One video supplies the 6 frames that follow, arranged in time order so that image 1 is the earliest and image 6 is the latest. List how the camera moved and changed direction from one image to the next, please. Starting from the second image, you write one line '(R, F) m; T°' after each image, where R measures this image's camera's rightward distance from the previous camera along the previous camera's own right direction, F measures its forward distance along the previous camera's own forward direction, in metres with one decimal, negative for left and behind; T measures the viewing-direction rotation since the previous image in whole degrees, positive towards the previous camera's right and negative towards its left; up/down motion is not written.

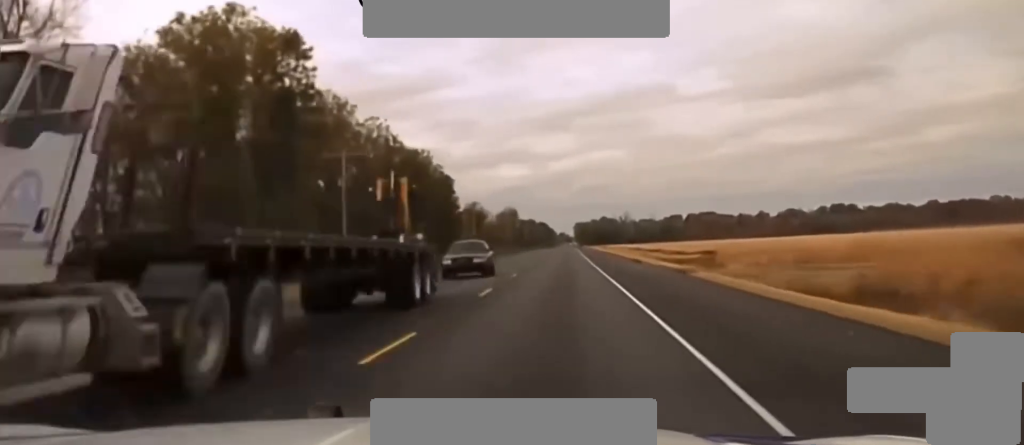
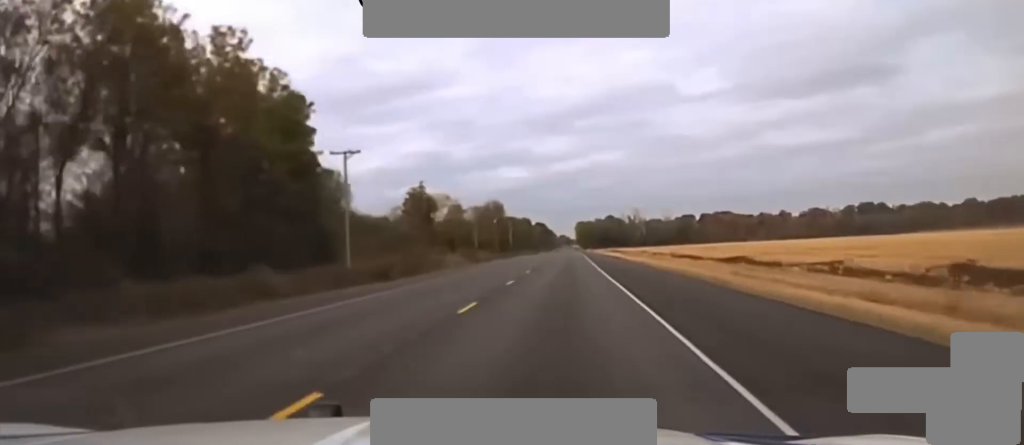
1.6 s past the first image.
(+2.9, +93.5) m; 0°
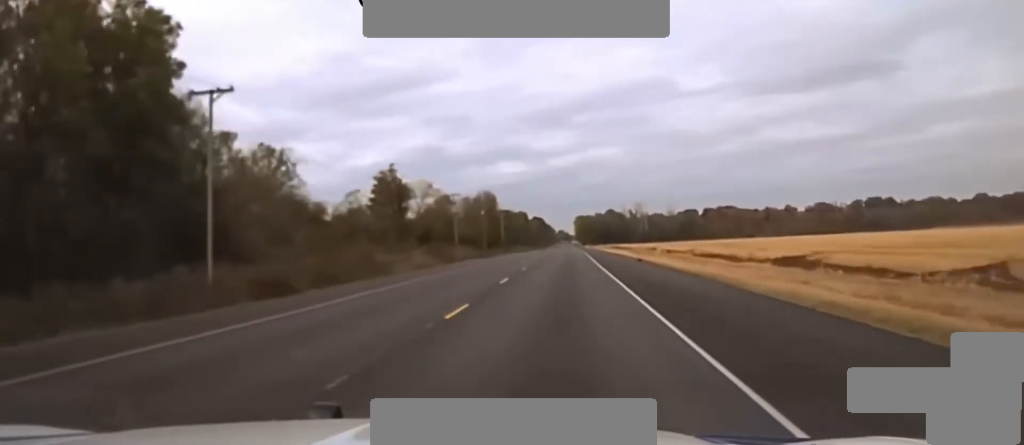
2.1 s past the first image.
(-0.3, +27.9) m; -1°
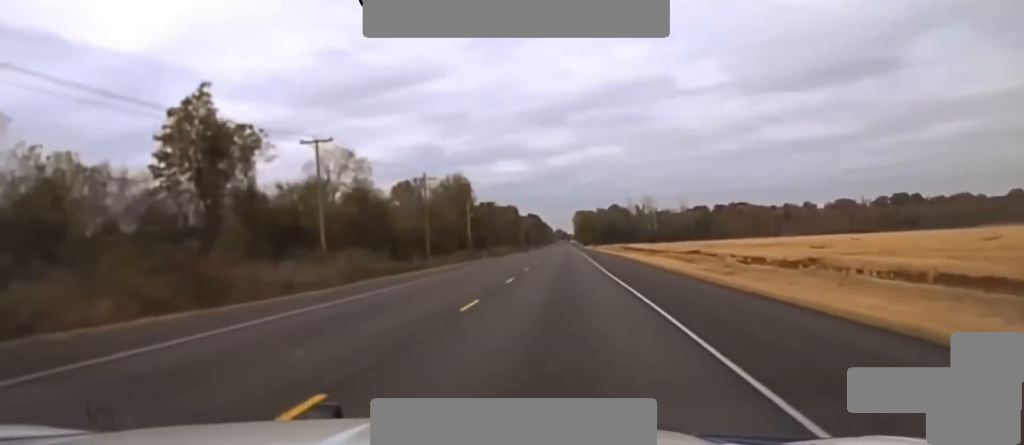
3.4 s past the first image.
(+0.4, +76.8) m; 0°
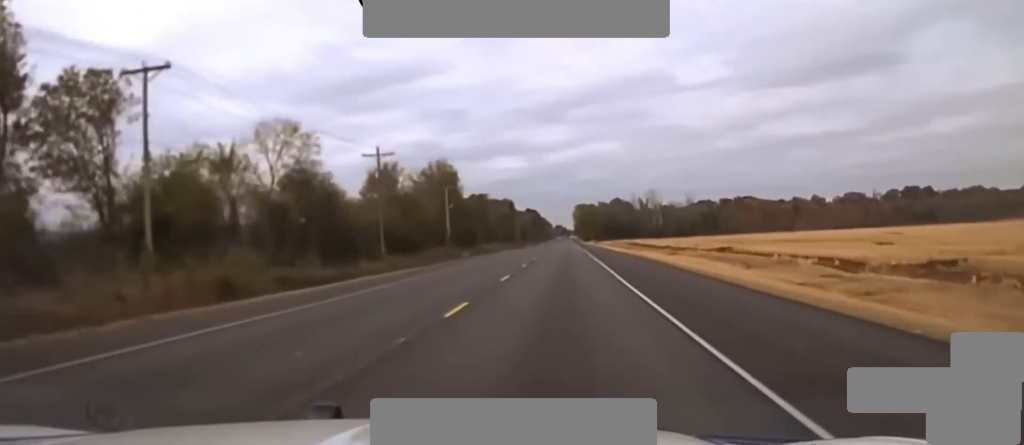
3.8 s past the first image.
(0.0, +22.9) m; 0°
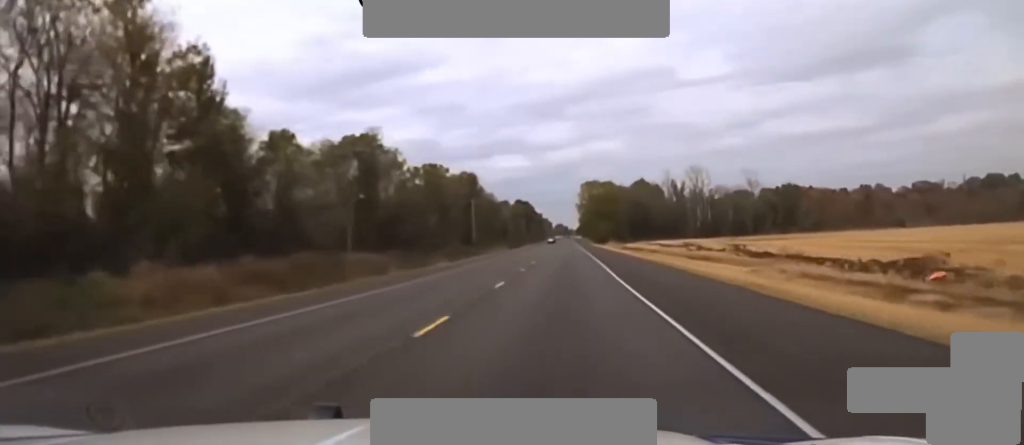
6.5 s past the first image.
(-0.7, +143.1) m; 0°
